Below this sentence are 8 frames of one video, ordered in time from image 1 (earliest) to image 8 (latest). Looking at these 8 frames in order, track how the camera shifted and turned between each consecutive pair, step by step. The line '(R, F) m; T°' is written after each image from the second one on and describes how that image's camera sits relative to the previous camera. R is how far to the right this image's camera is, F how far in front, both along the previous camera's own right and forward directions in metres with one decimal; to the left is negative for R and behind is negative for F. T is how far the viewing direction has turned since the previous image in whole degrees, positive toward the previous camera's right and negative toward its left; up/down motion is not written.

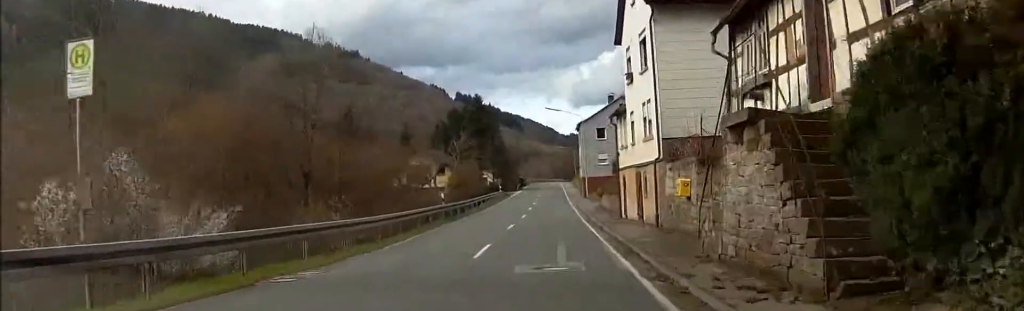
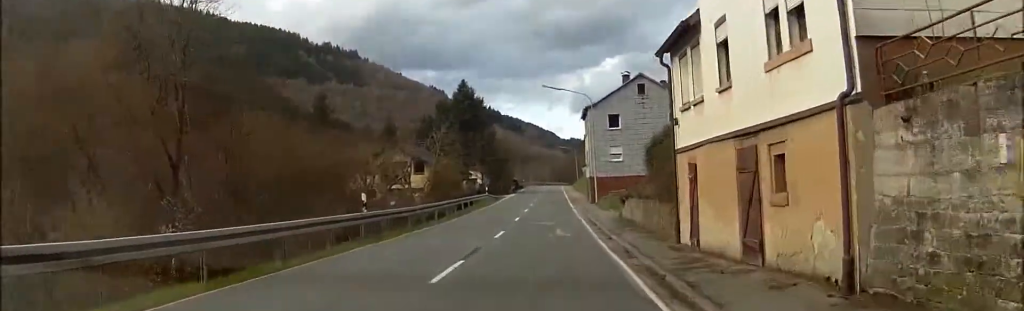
(0.0, +16.9) m; 0°
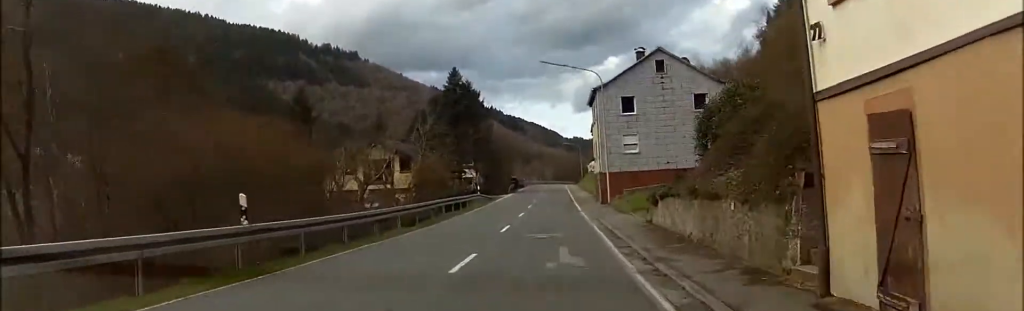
(0.0, +10.3) m; -1°
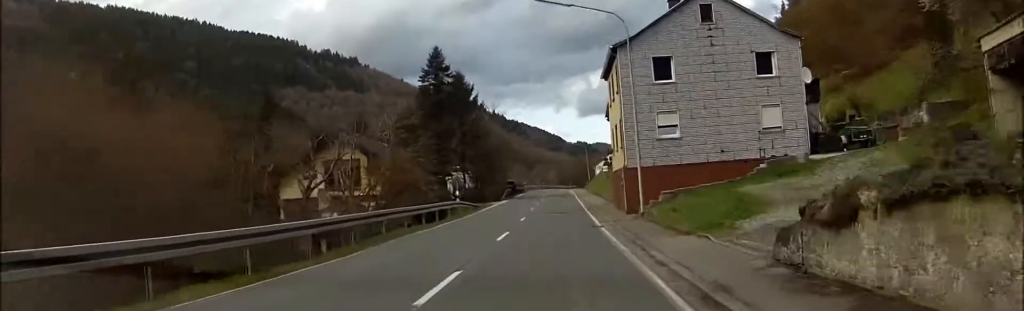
(-0.3, +15.8) m; -1°
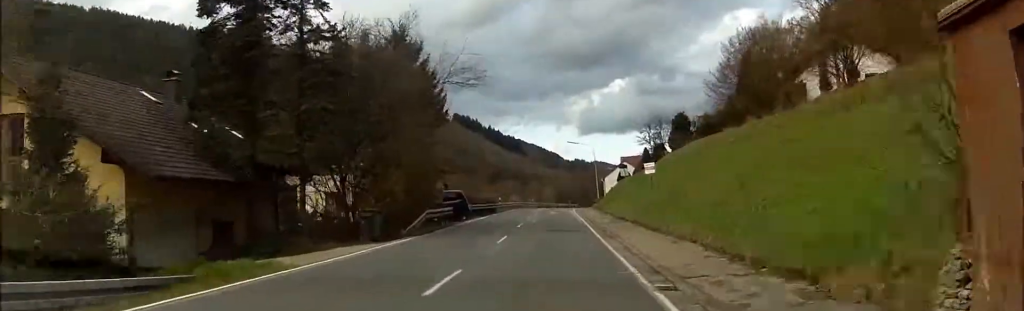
(+0.7, +46.5) m; +1°
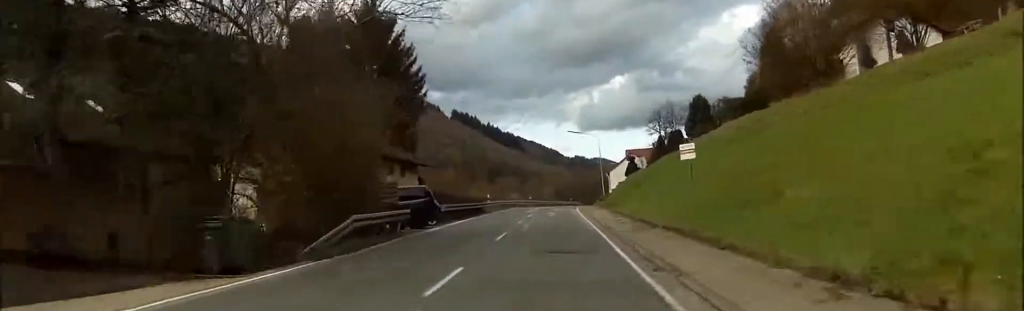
(0.0, +12.6) m; 0°
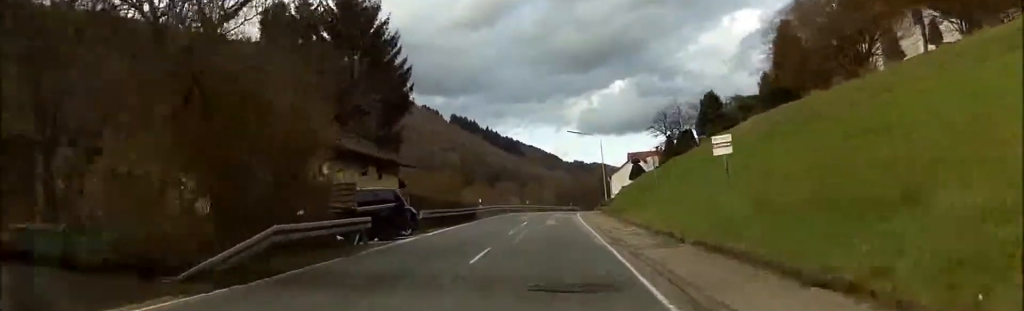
(0.0, +6.6) m; 0°
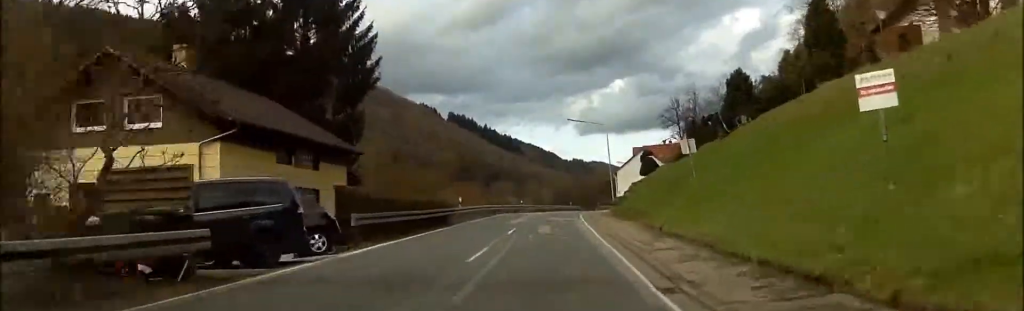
(0.0, +11.3) m; 0°
